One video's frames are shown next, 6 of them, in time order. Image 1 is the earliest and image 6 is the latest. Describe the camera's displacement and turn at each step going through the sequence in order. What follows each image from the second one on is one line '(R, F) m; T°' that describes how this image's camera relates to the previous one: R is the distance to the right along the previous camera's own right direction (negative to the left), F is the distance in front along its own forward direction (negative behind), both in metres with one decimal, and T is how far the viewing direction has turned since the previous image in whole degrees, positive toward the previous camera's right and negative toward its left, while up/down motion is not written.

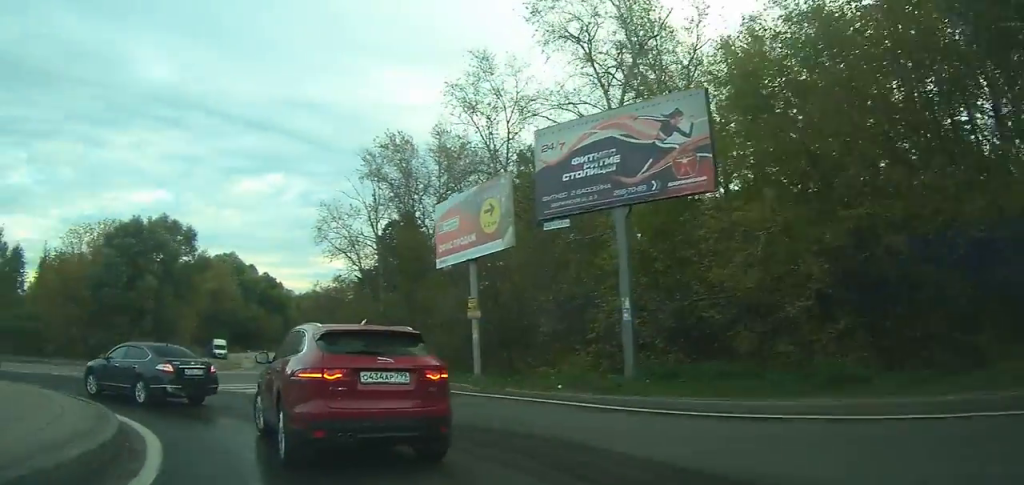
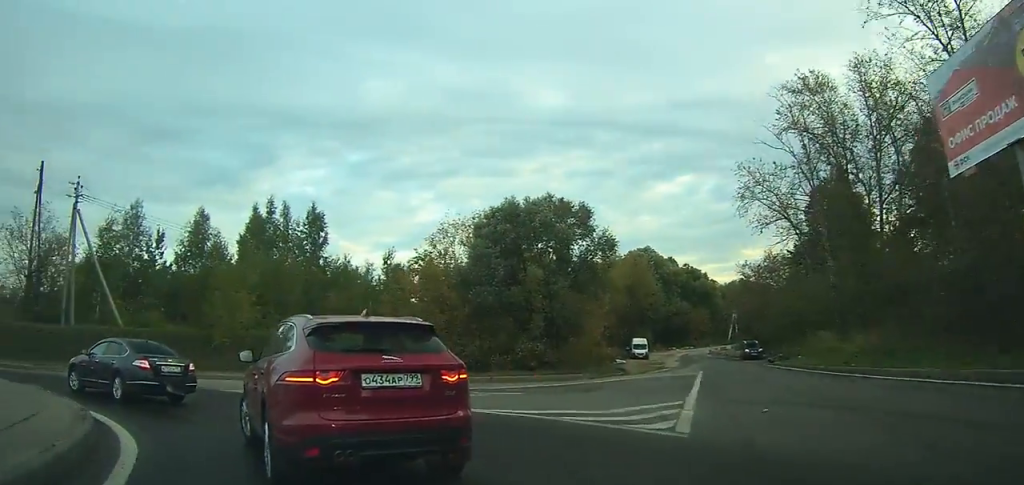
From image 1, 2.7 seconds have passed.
(-3.0, +8.6) m; -35°
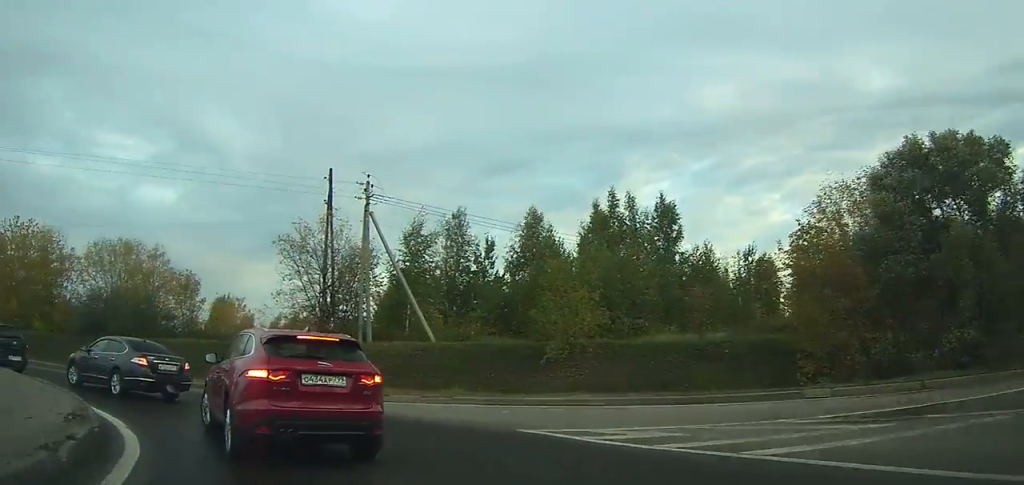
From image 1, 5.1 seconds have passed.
(-2.3, +8.4) m; -33°
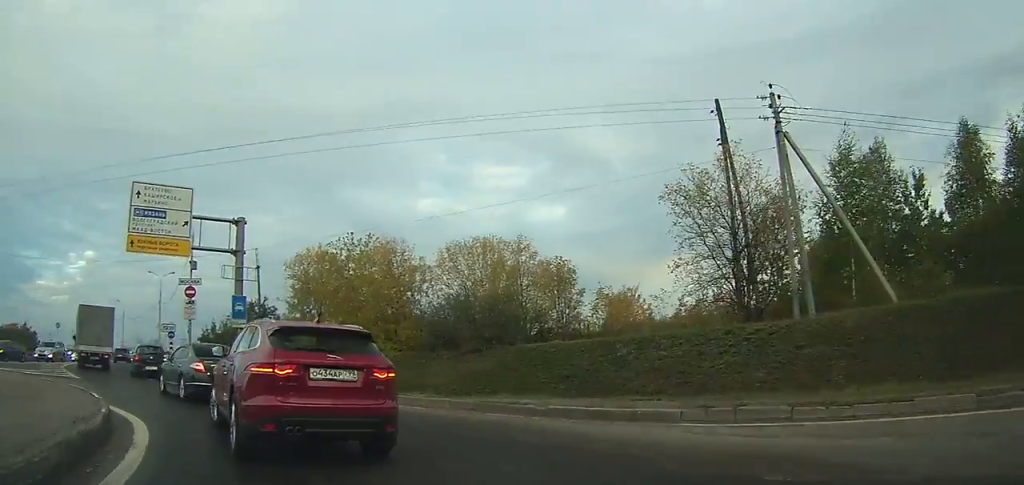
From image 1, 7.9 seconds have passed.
(-3.5, +9.6) m; -46°
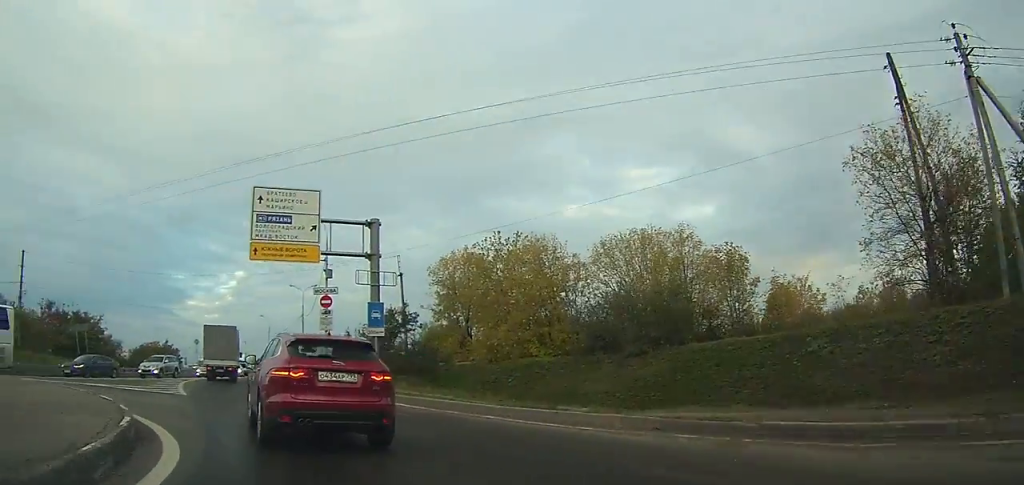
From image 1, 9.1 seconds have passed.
(-1.3, +4.5) m; -18°
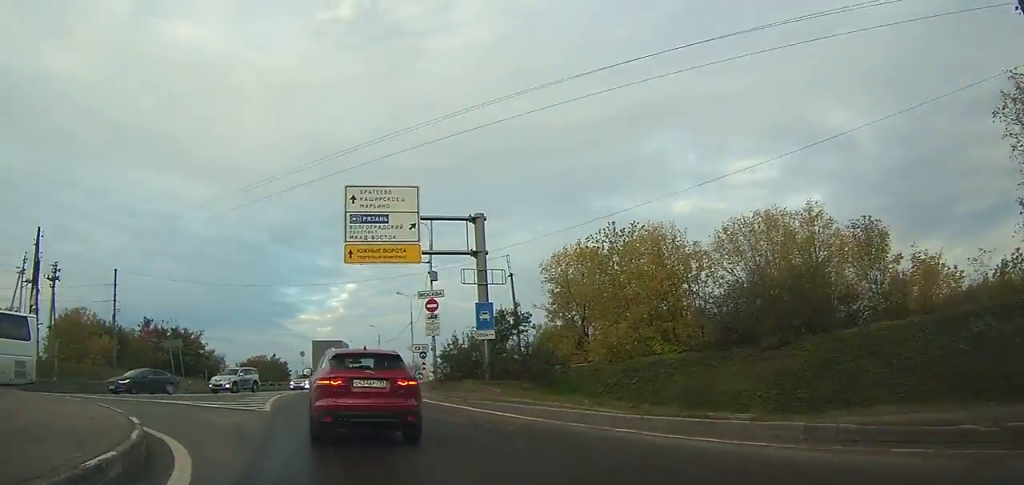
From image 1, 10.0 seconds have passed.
(-0.3, +3.5) m; -11°
